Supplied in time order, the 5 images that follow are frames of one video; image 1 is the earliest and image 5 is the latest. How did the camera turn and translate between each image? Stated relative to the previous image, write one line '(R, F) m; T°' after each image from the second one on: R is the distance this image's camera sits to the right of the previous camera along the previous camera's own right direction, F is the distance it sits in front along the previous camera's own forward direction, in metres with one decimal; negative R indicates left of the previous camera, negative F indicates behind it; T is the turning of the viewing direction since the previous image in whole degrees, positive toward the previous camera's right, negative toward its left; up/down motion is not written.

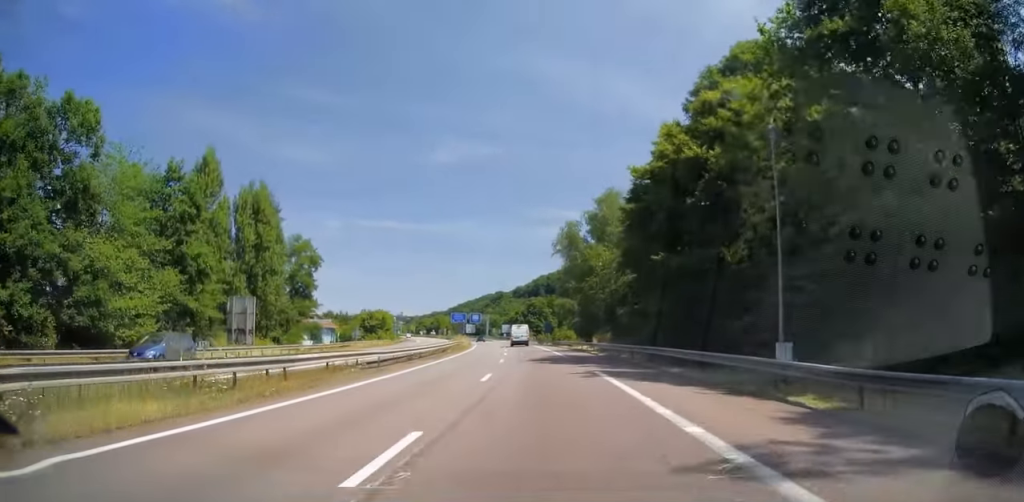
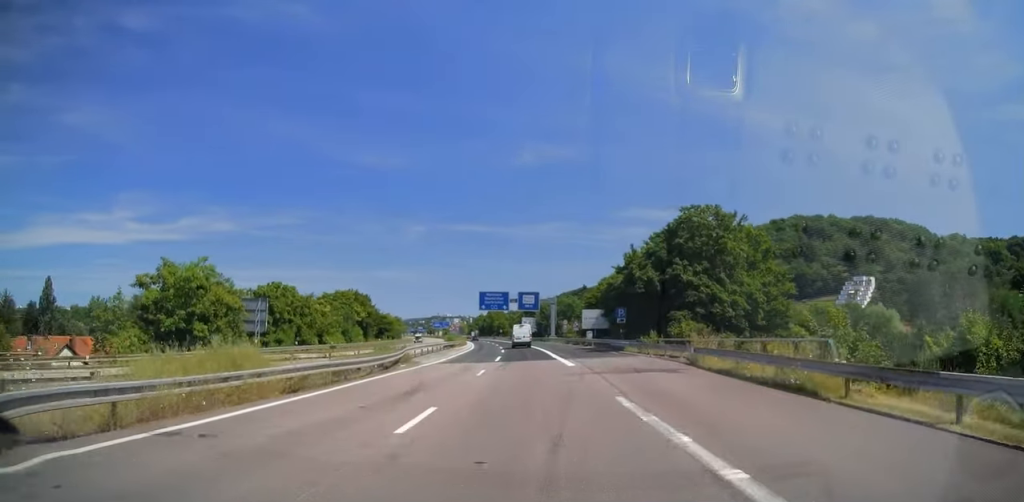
(-9.1, +114.8) m; -9°
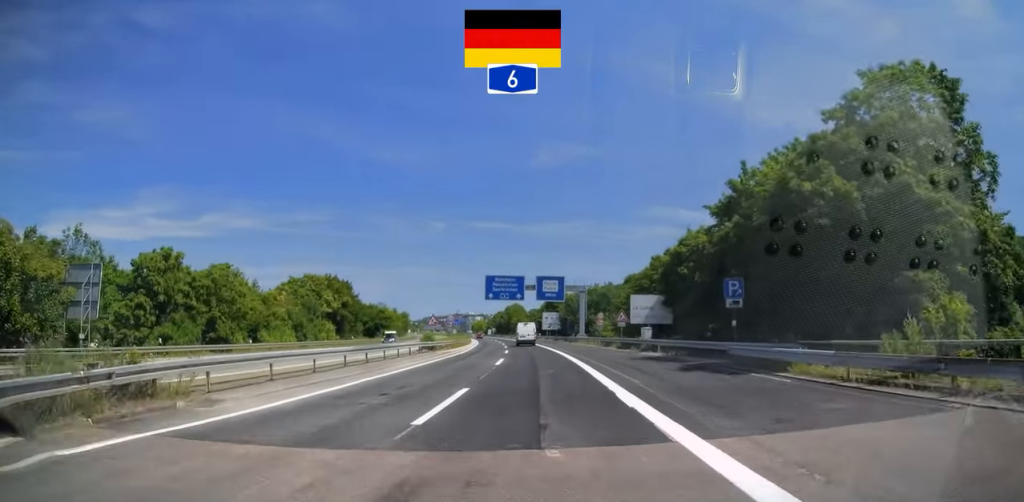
(-0.2, +26.6) m; -2°
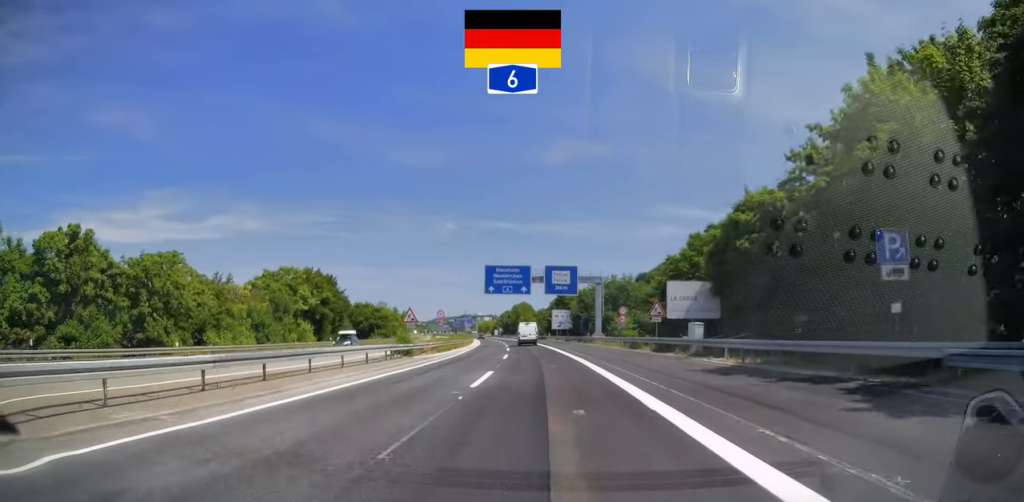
(+0.1, +12.3) m; -1°
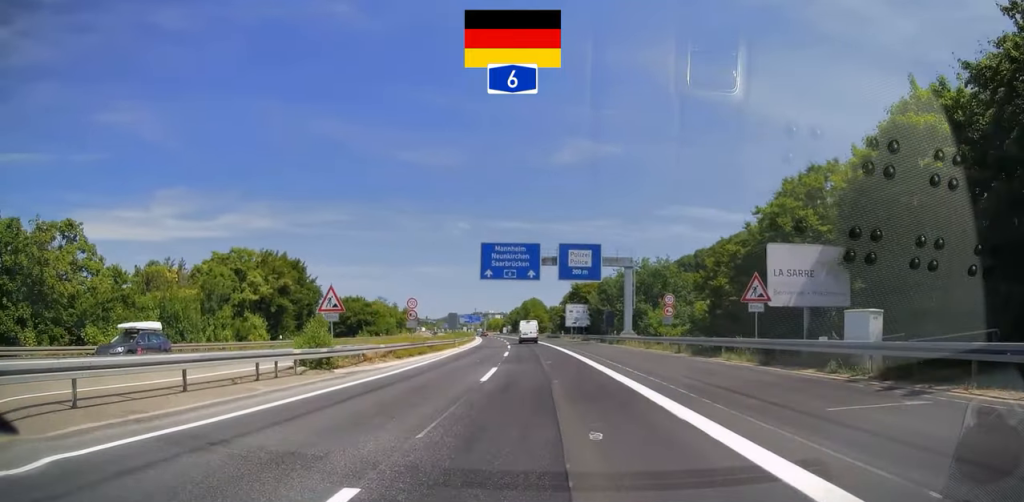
(-0.5, +17.2) m; -2°
